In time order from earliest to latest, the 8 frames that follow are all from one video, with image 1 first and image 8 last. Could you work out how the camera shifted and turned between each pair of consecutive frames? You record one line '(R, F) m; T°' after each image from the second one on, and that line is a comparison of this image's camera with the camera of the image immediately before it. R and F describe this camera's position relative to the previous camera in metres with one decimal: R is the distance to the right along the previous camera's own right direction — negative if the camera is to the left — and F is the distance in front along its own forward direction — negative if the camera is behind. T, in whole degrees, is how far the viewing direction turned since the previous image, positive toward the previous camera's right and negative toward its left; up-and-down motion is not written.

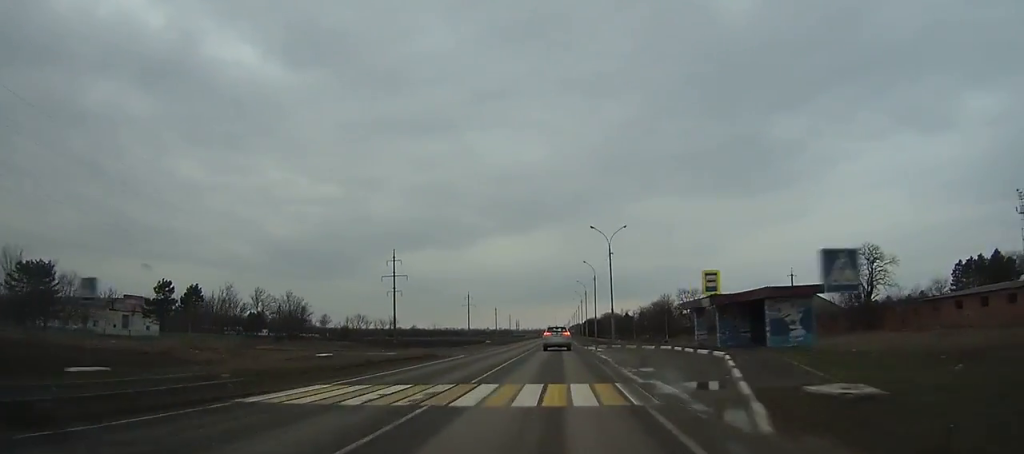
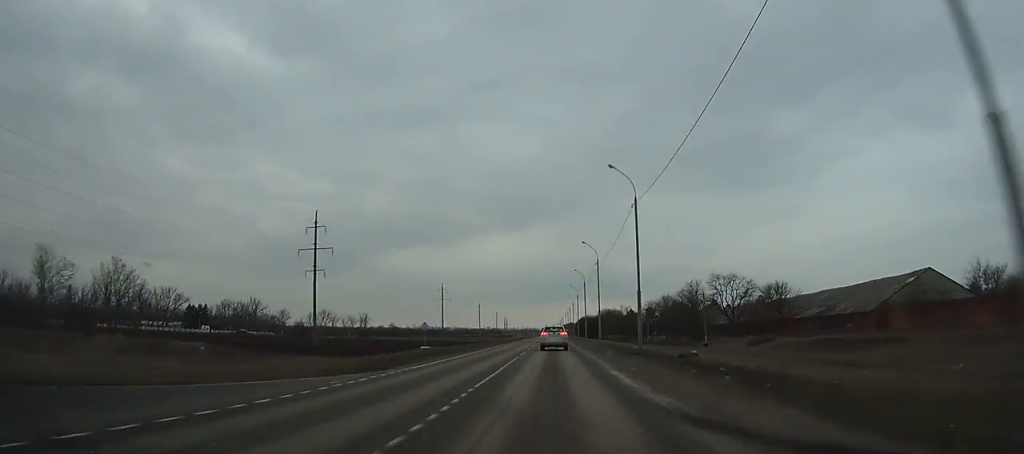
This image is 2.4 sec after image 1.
(+0.3, +47.5) m; 0°
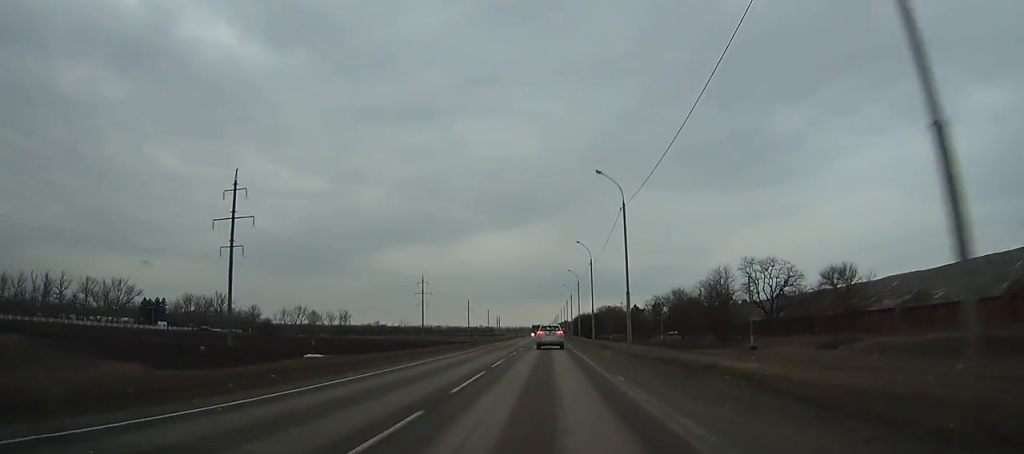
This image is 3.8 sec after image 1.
(+0.1, +27.9) m; 0°
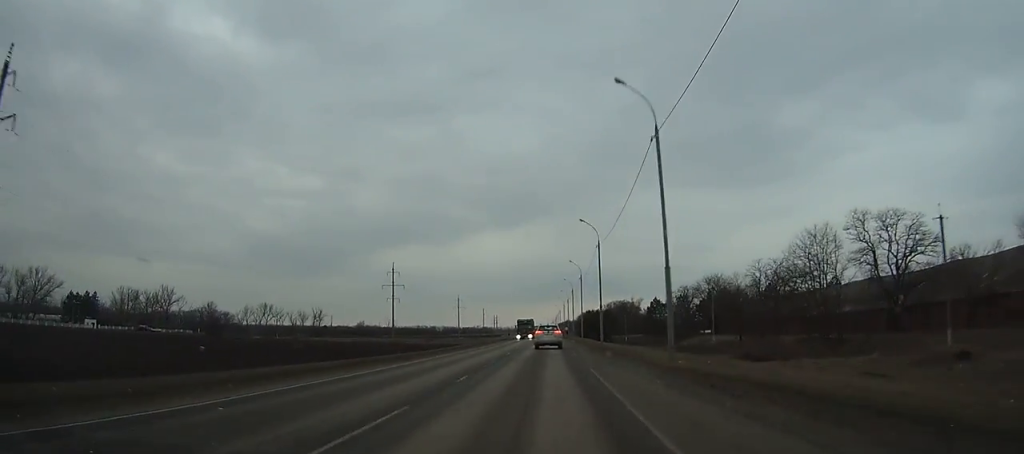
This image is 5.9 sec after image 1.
(-0.2, +42.2) m; 0°
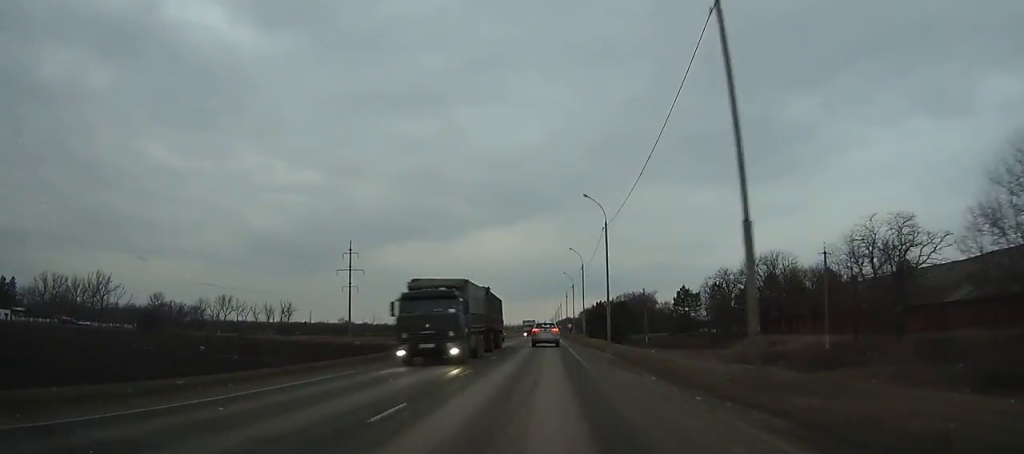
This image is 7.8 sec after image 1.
(0.0, +38.4) m; 0°
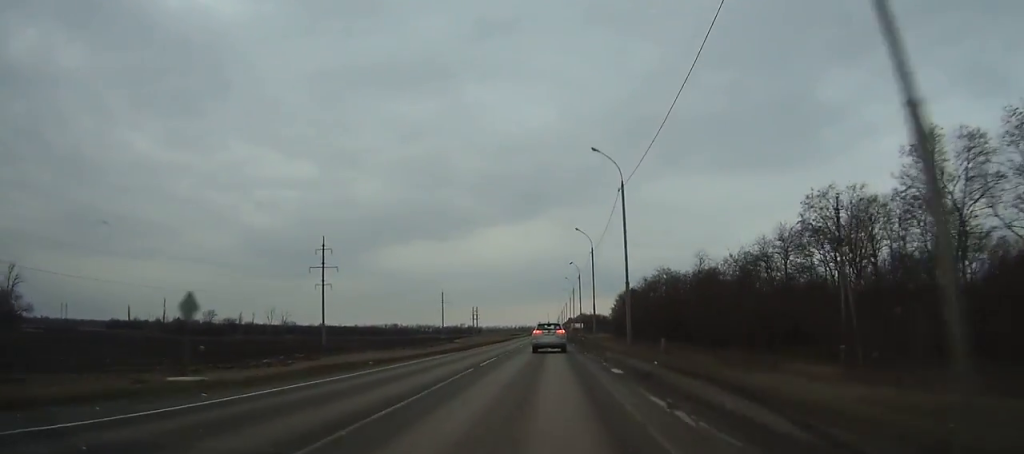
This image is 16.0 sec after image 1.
(-0.8, +166.7) m; -1°
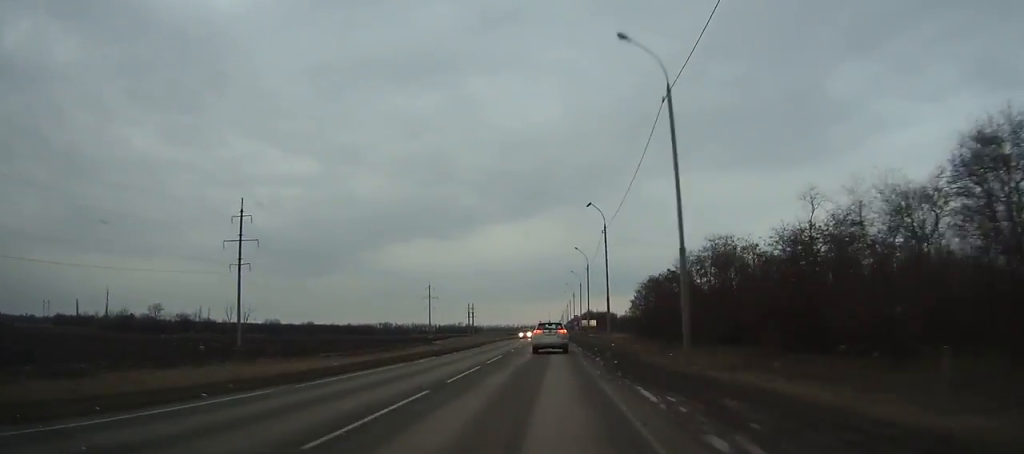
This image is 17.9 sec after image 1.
(-0.3, +38.6) m; 0°
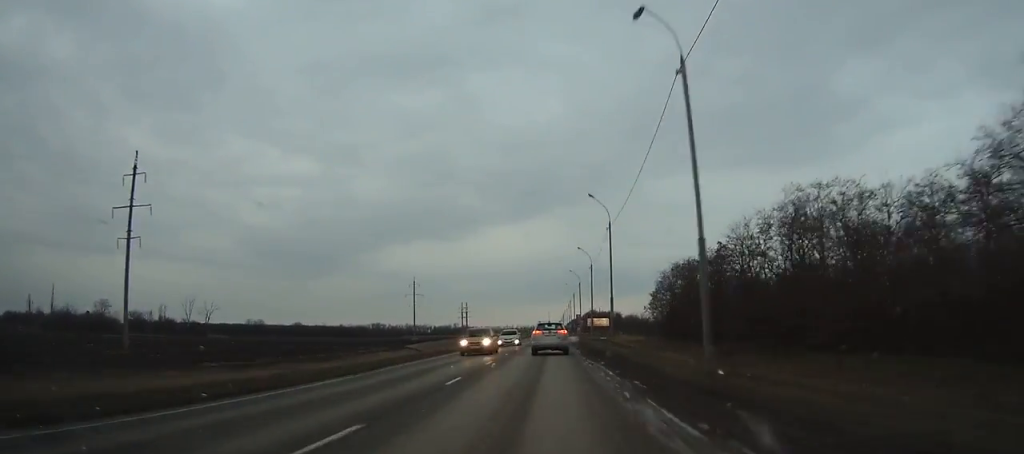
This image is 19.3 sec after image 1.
(0.0, +28.4) m; 0°
